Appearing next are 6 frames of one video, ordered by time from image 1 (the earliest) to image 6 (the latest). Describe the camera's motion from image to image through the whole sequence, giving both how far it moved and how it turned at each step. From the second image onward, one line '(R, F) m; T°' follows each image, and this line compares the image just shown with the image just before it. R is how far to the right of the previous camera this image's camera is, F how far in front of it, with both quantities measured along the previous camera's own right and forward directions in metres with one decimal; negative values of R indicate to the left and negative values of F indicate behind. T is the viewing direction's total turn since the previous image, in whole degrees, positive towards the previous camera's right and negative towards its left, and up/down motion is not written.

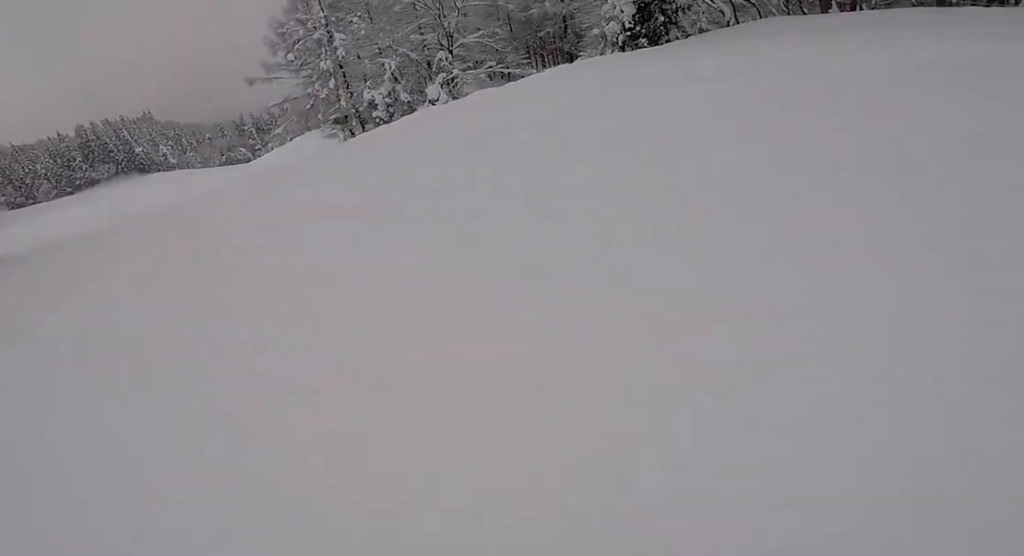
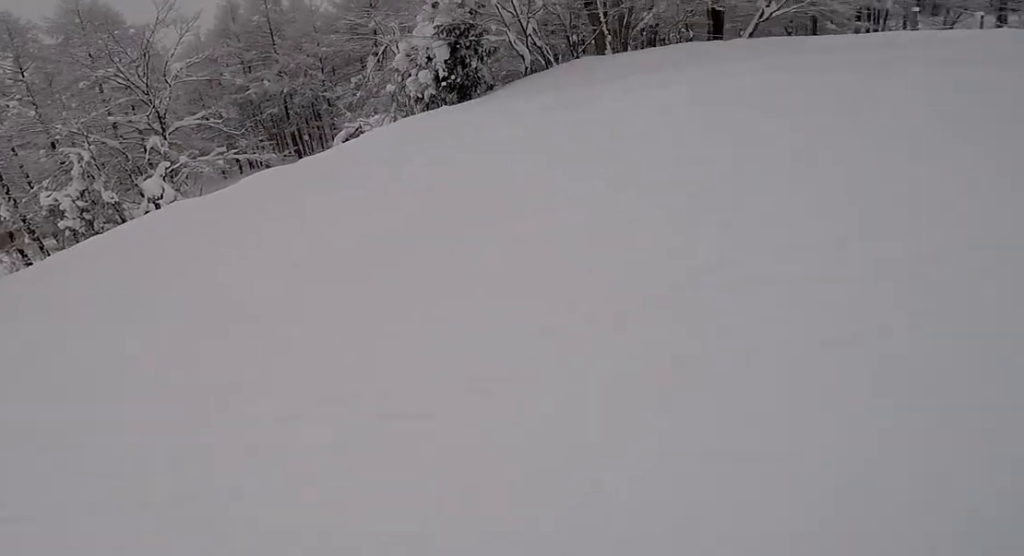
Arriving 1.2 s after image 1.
(+1.9, +6.3) m; +23°
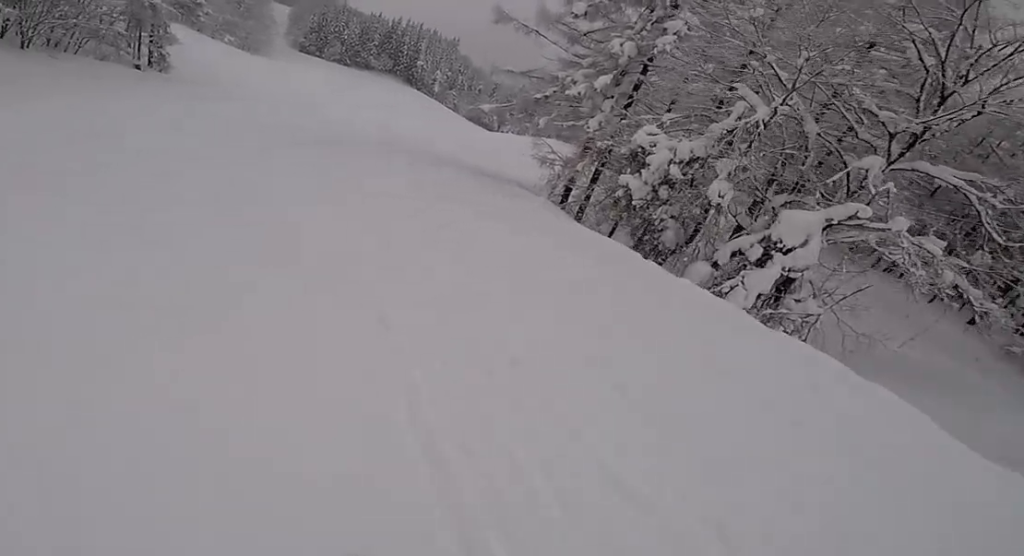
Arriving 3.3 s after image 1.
(-1.3, +12.2) m; -33°
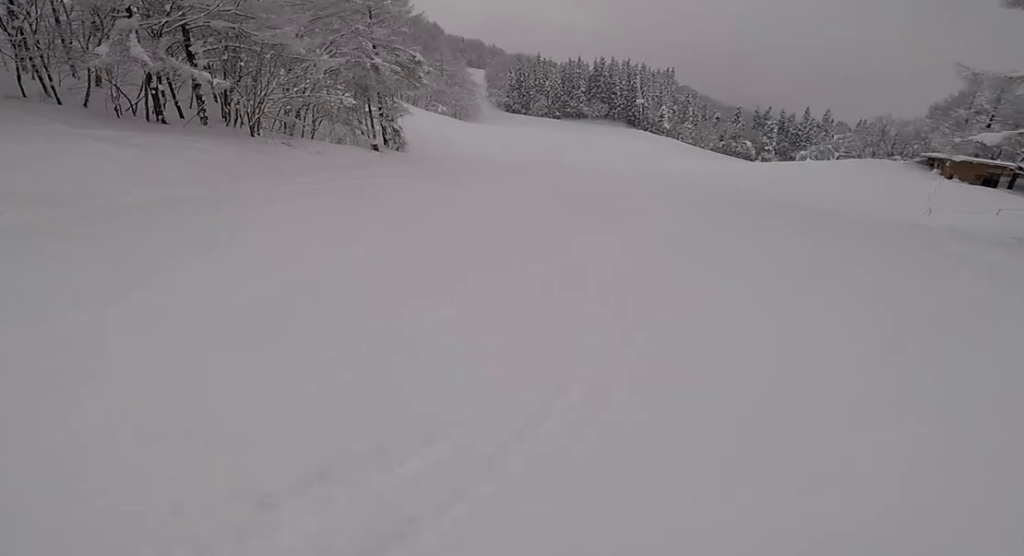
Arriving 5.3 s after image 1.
(-5.4, +12.0) m; -24°
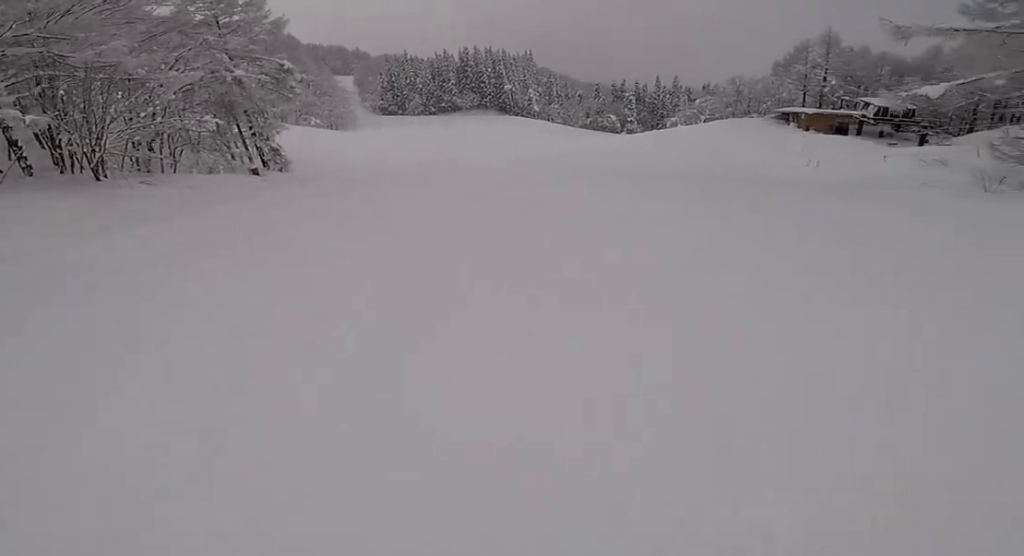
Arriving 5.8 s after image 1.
(-0.5, +3.5) m; +14°
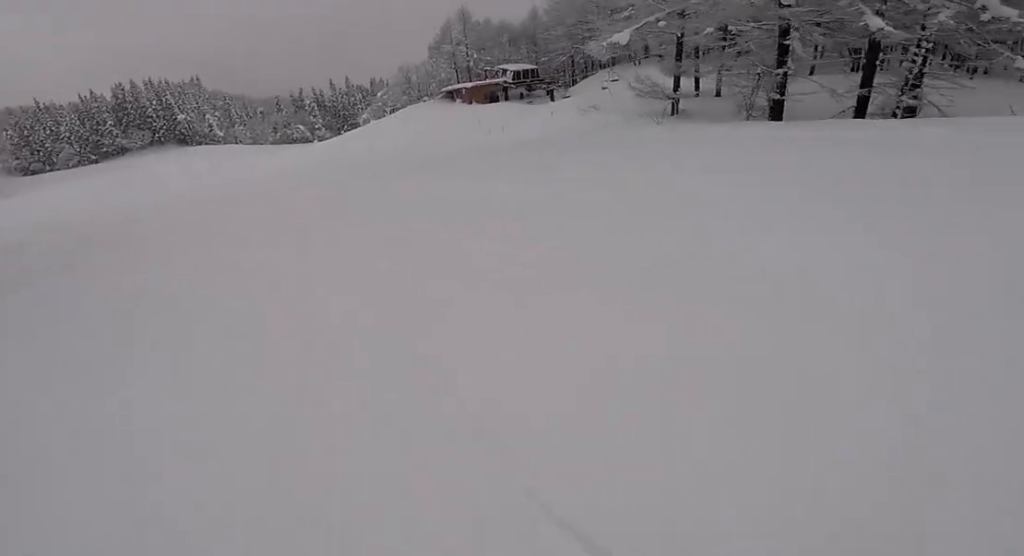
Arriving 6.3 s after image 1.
(+0.8, +3.5) m; +13°
